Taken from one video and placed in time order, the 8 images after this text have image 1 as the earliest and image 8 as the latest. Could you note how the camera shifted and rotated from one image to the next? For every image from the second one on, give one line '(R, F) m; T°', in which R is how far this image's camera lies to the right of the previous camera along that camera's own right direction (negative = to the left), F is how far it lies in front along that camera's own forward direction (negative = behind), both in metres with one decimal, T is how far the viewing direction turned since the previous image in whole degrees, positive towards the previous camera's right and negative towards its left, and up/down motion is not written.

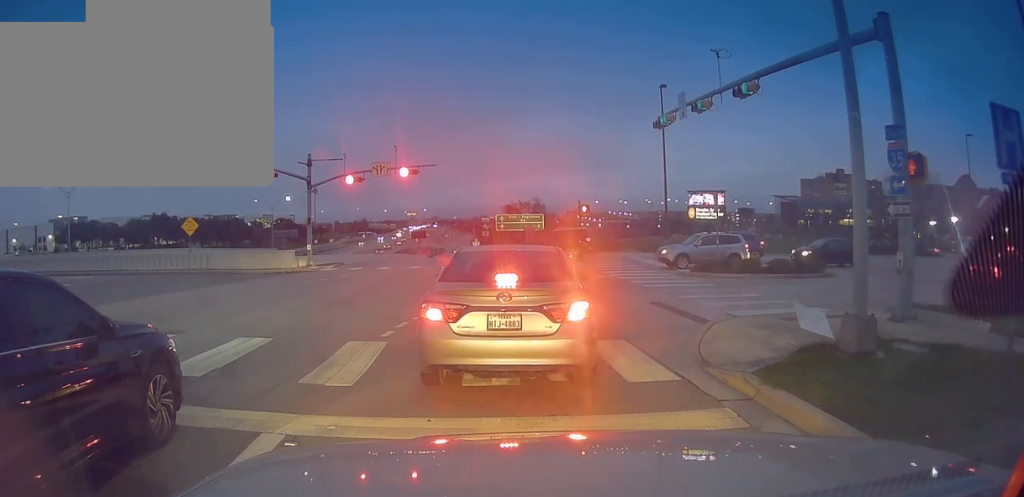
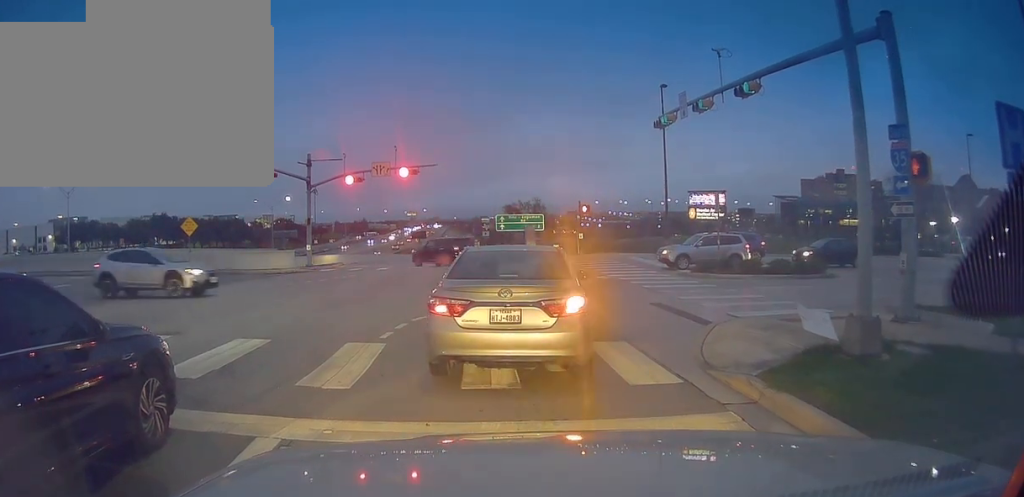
(0.0, 0.0) m; 0°
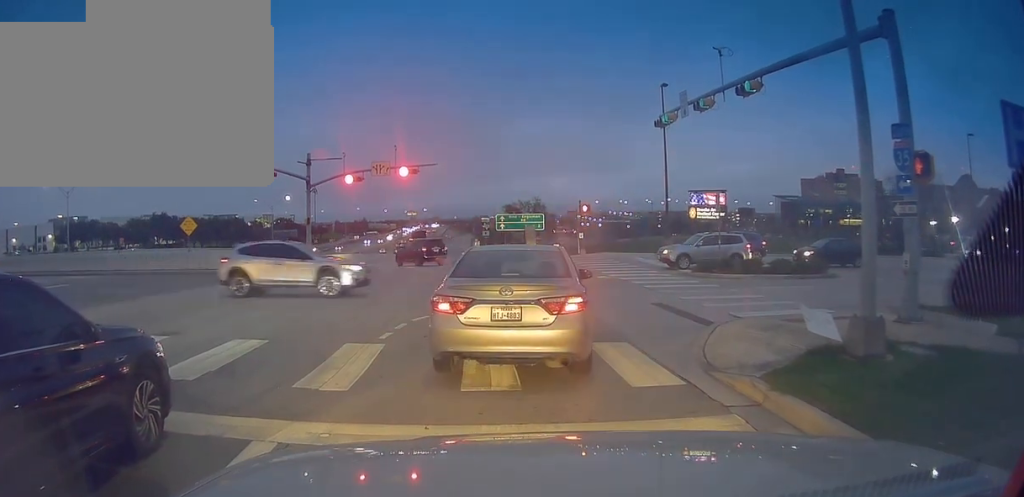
(0.0, 0.0) m; 0°
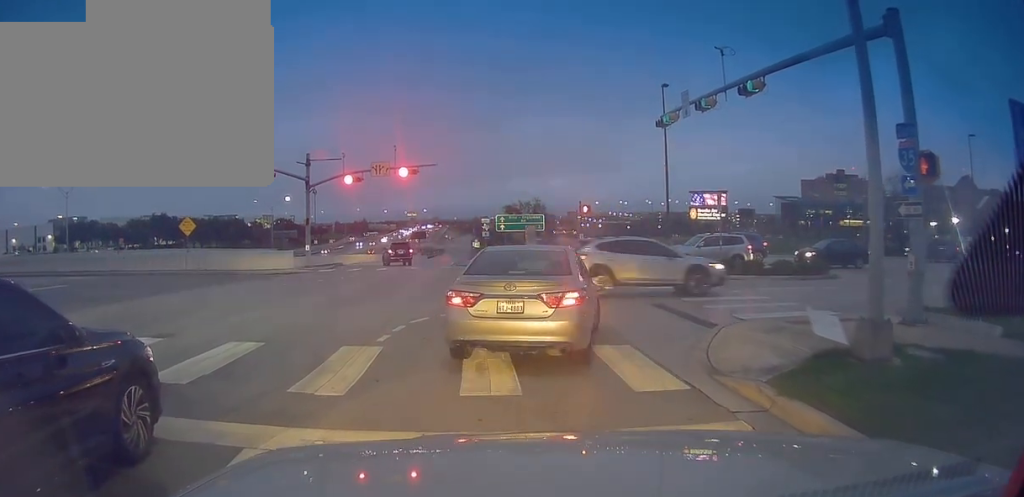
(0.0, 0.0) m; 0°
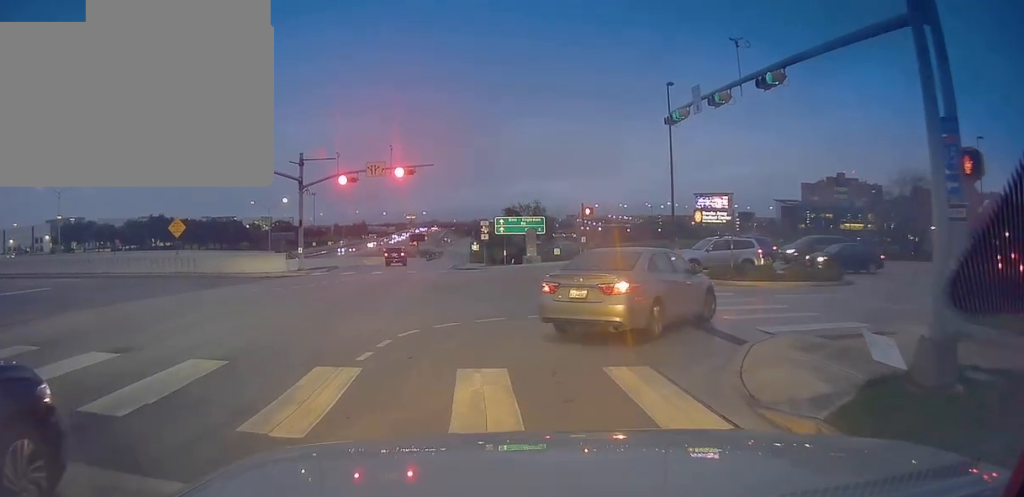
(0.0, +0.3) m; 0°
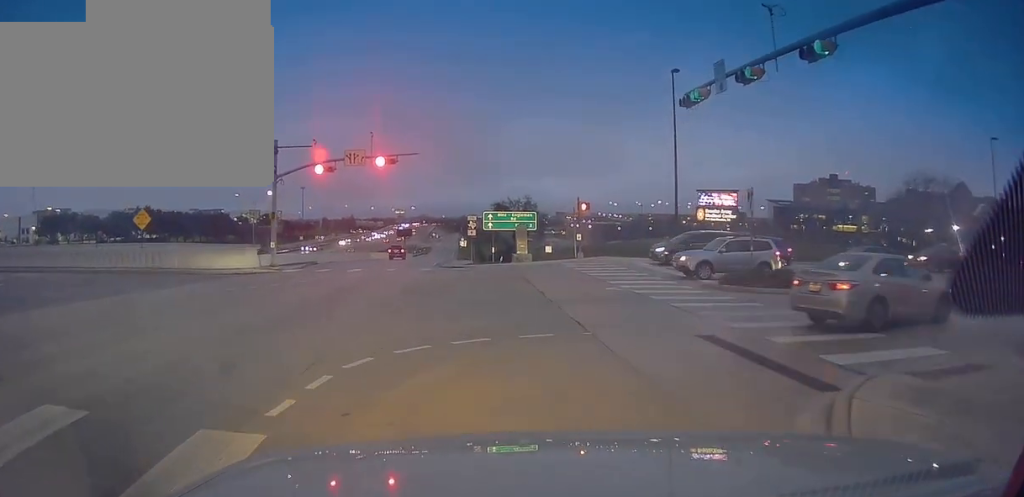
(0.0, +2.1) m; 0°
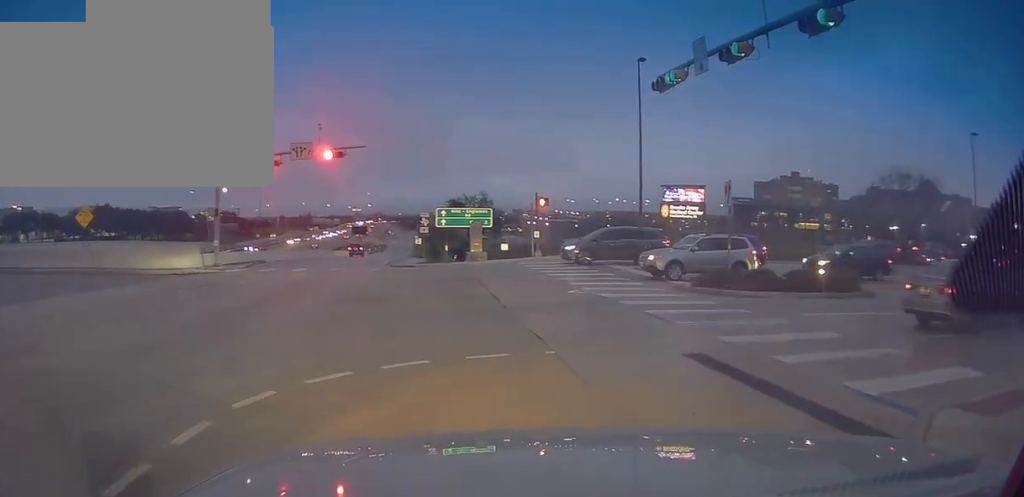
(0.0, +1.5) m; +2°
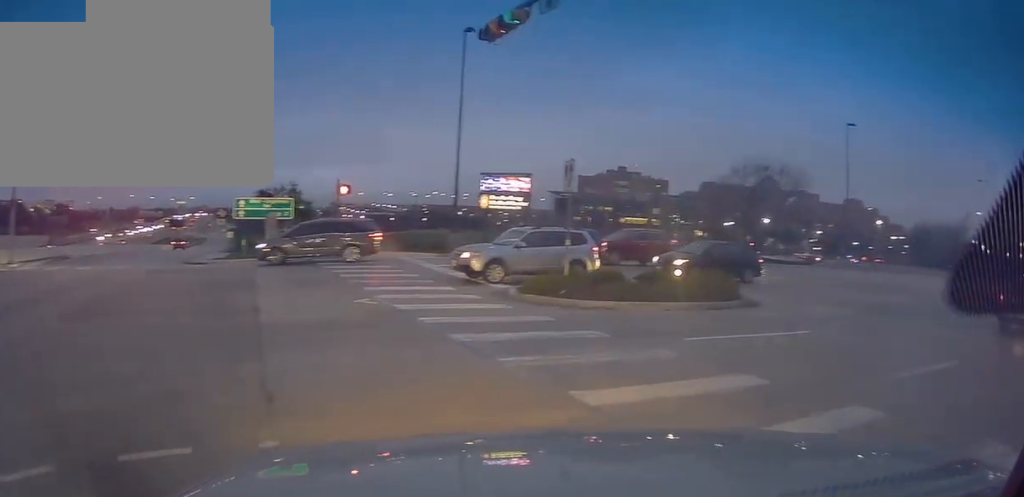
(+0.1, +3.4) m; +16°
